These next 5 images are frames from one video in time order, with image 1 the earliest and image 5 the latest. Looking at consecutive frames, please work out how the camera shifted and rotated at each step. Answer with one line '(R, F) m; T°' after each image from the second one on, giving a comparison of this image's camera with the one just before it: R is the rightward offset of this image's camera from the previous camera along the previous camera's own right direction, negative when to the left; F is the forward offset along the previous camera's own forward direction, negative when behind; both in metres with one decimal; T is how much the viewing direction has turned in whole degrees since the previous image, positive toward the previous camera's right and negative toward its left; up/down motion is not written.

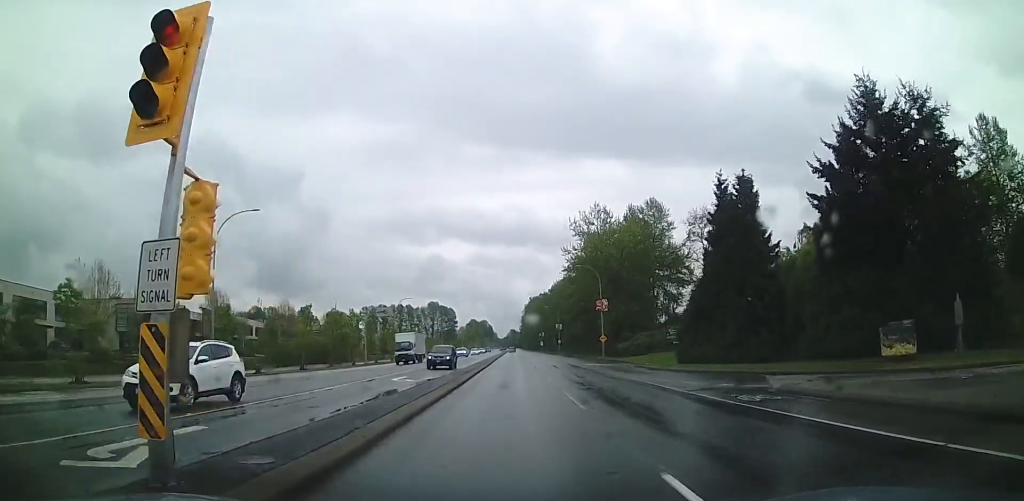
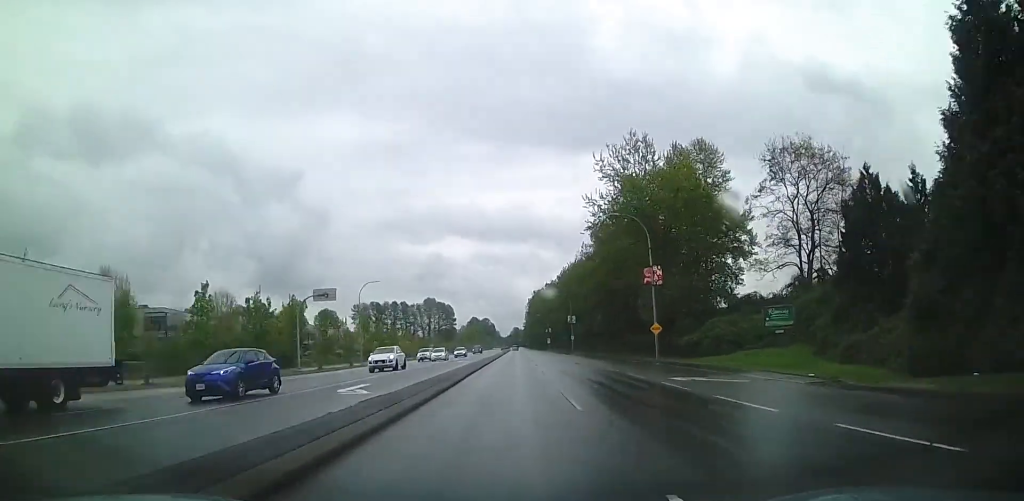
(-1.0, +21.1) m; -5°
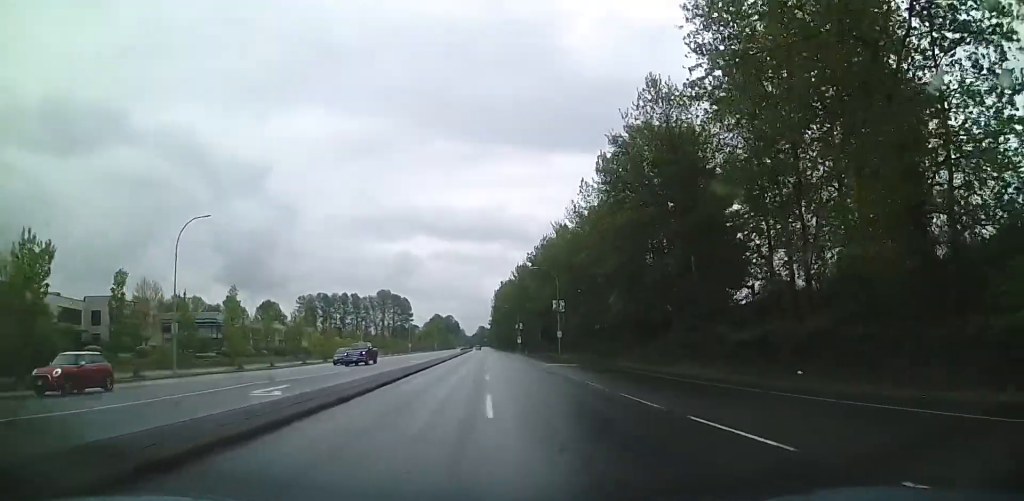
(-1.2, +32.2) m; -2°
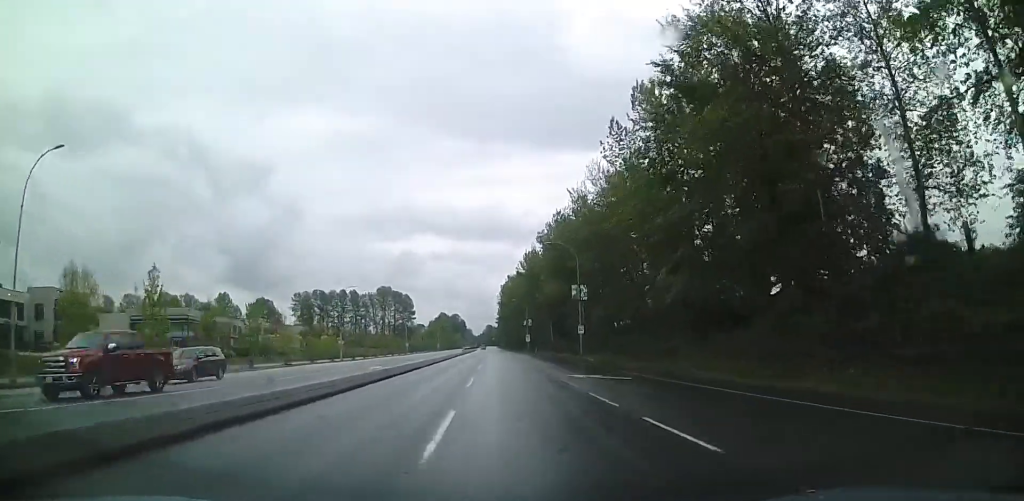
(-0.2, +15.2) m; 0°
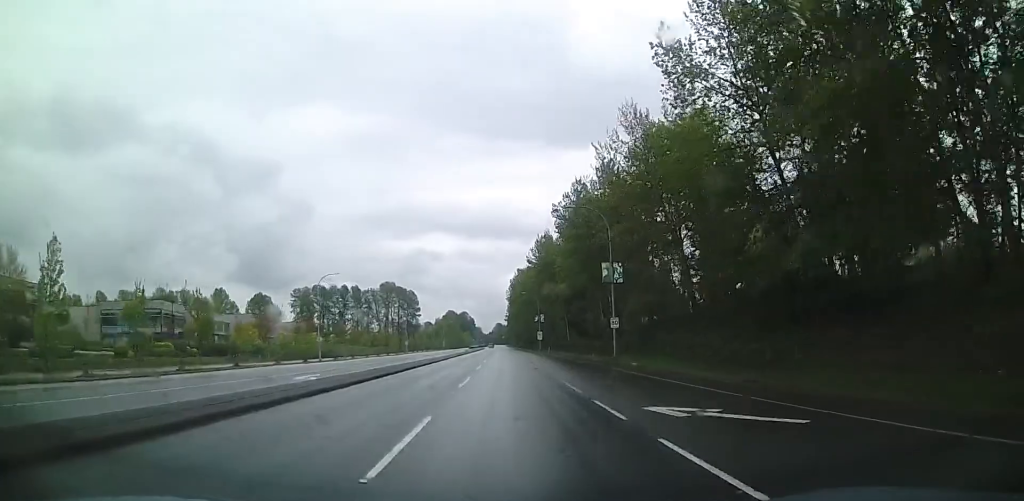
(+0.3, +13.0) m; 0°
